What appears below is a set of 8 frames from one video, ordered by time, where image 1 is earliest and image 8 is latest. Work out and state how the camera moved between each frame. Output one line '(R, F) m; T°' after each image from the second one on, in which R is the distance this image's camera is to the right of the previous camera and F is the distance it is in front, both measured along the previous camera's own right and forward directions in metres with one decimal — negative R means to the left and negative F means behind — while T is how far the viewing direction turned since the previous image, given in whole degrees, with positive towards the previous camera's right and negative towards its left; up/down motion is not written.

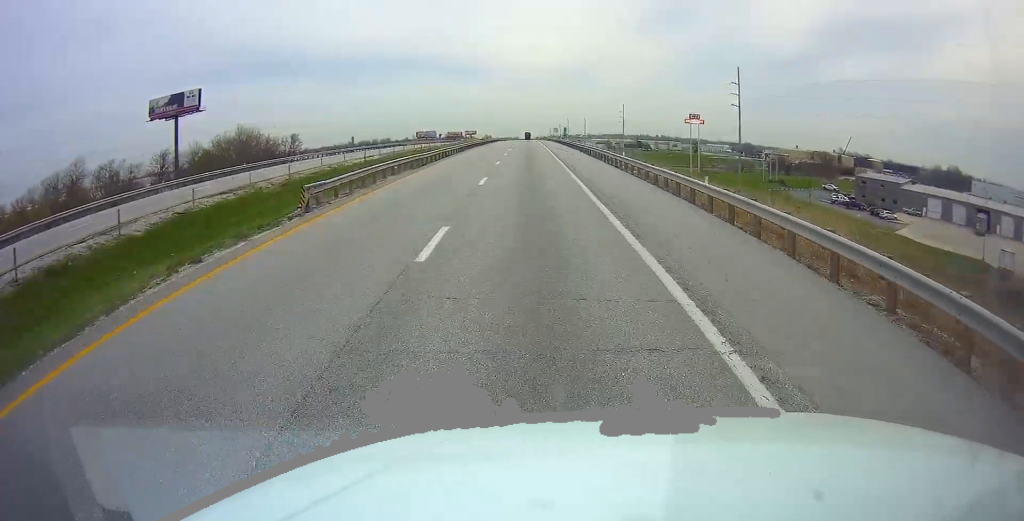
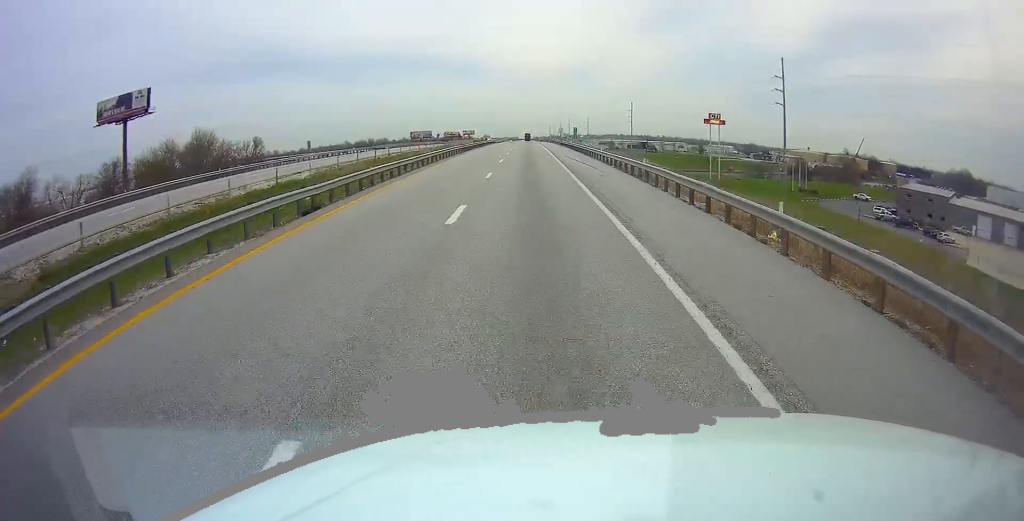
(0.0, +20.6) m; 0°
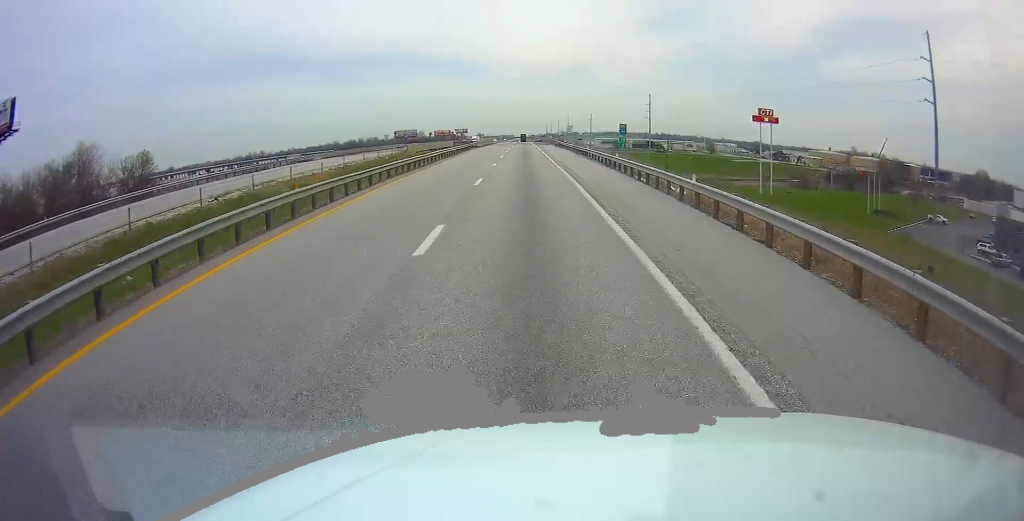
(0.0, +39.4) m; 0°
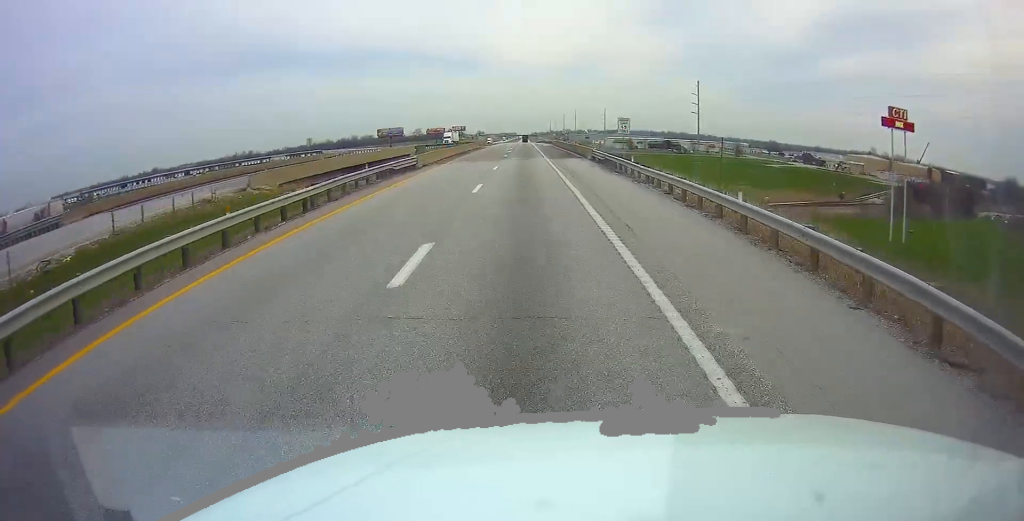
(0.0, +50.0) m; 0°
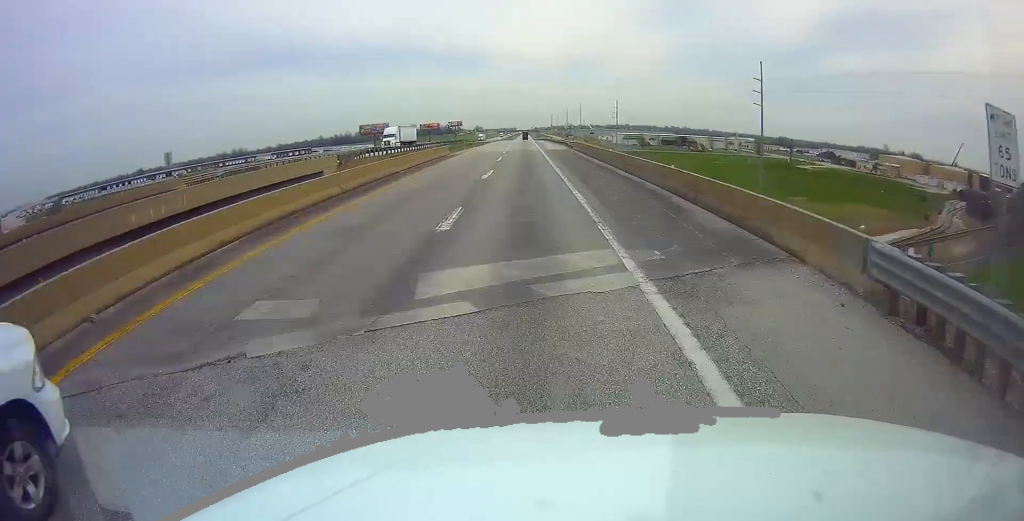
(-0.2, +37.2) m; 0°
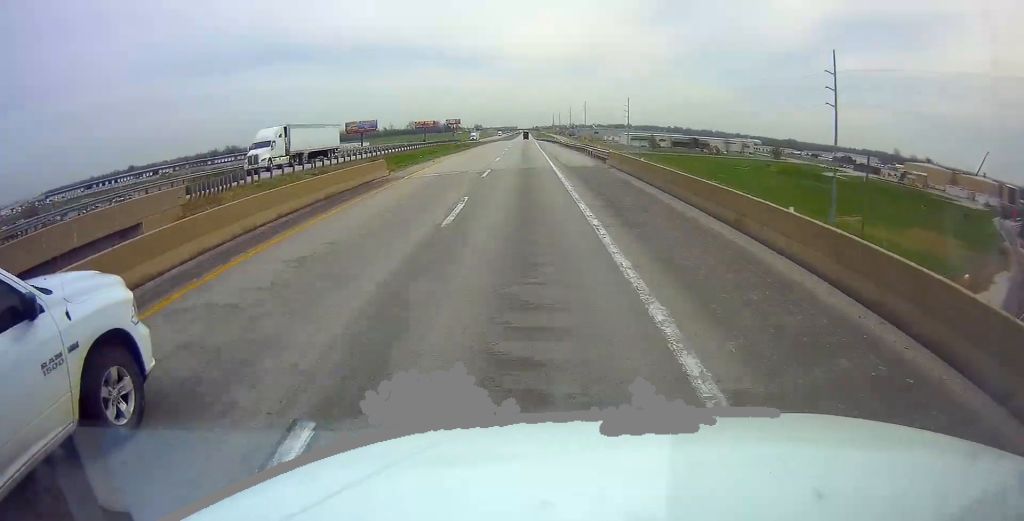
(0.0, +25.0) m; +1°
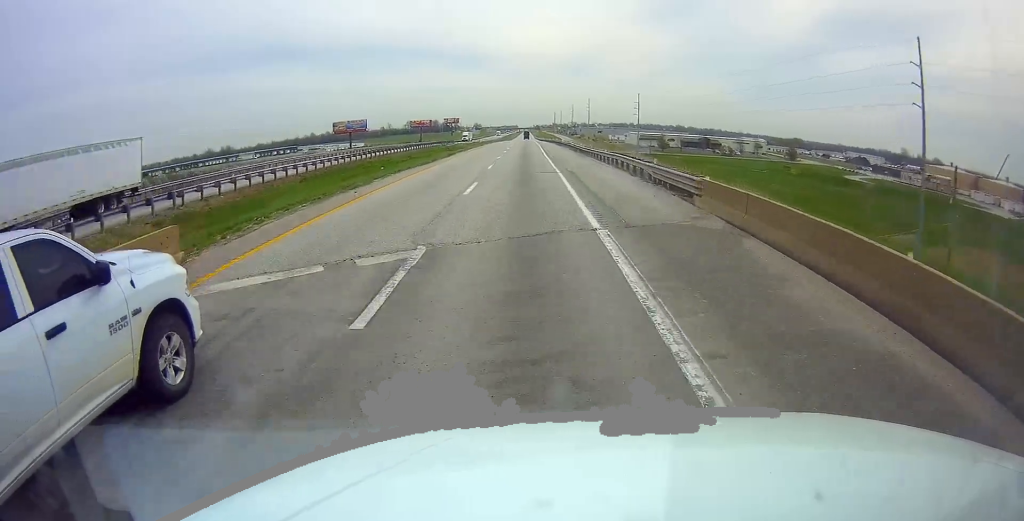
(+0.2, +19.4) m; 0°
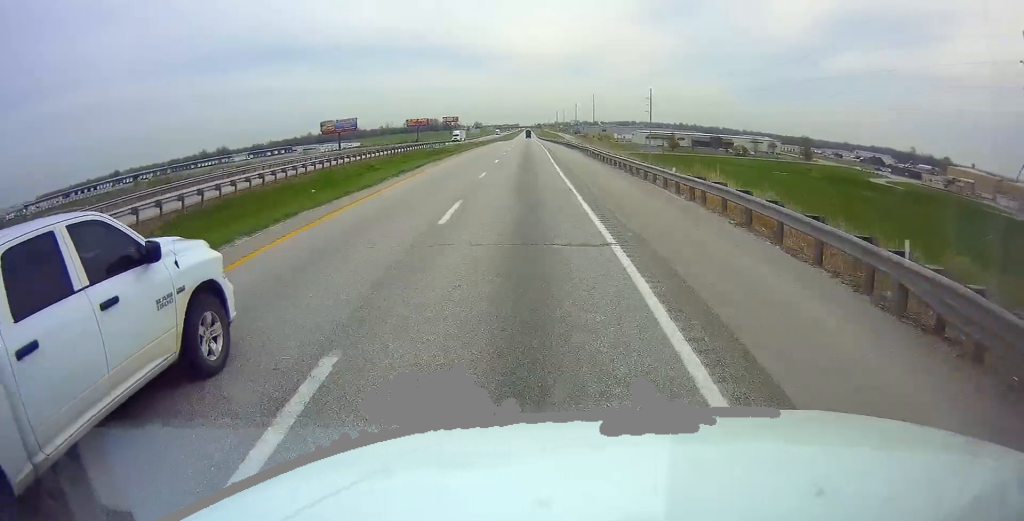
(+0.3, +17.5) m; 0°
